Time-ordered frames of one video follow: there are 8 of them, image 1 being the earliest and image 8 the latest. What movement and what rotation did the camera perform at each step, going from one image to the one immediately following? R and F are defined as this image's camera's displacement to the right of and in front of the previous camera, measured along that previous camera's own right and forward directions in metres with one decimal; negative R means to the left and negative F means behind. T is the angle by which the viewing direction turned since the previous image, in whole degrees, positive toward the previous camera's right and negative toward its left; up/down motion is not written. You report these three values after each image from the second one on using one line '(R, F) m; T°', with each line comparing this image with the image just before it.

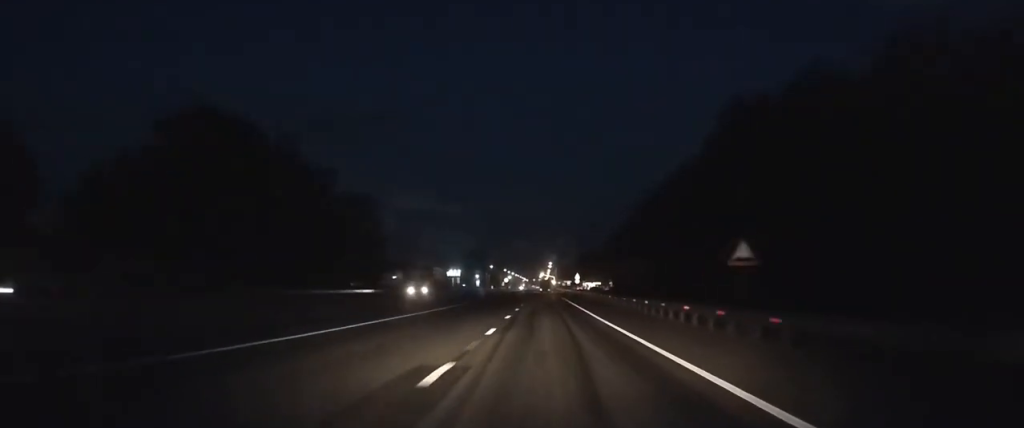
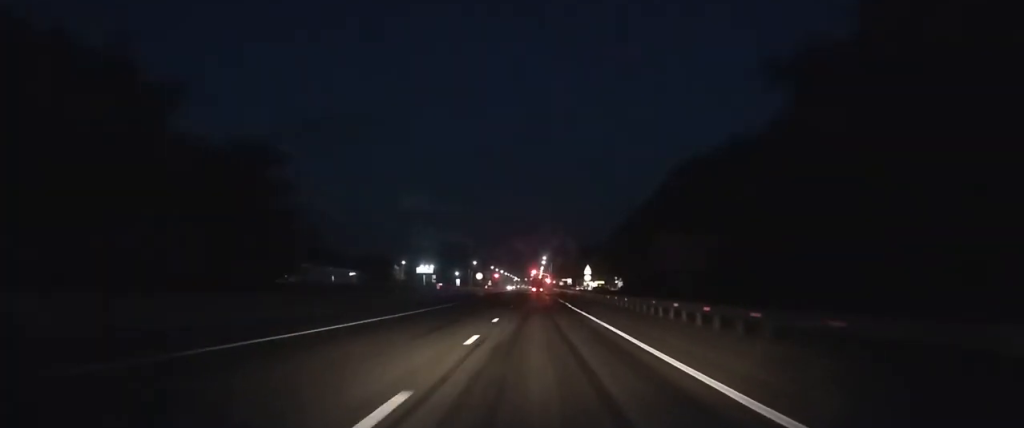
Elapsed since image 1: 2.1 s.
(0.0, +36.2) m; 0°
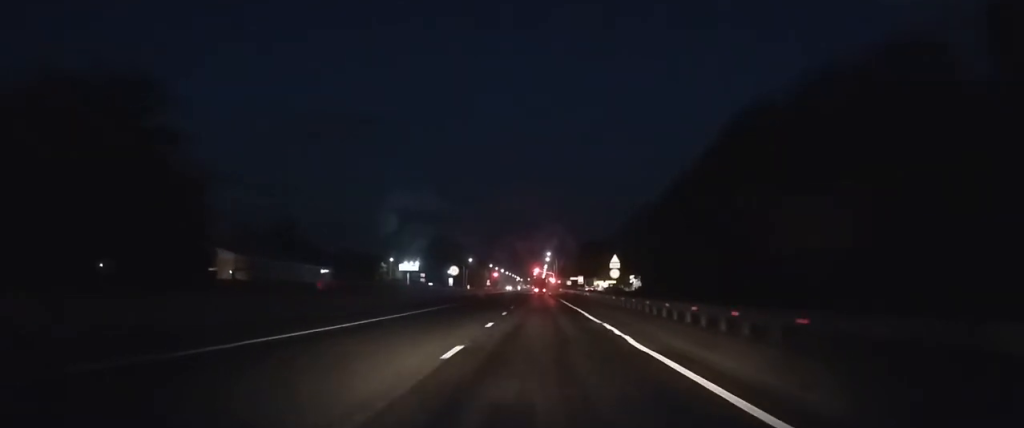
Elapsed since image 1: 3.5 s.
(0.0, +25.3) m; 0°
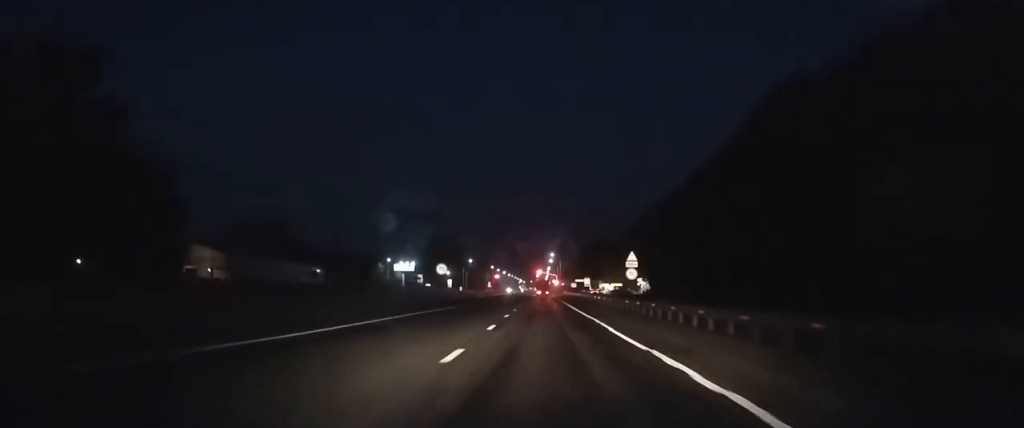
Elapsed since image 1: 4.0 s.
(0.0, +7.9) m; 0°
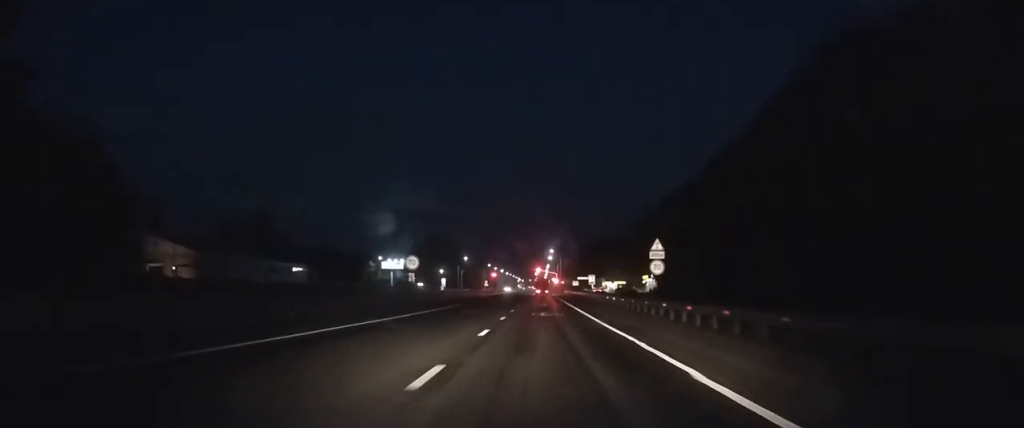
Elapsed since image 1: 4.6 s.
(0.0, +9.7) m; 0°
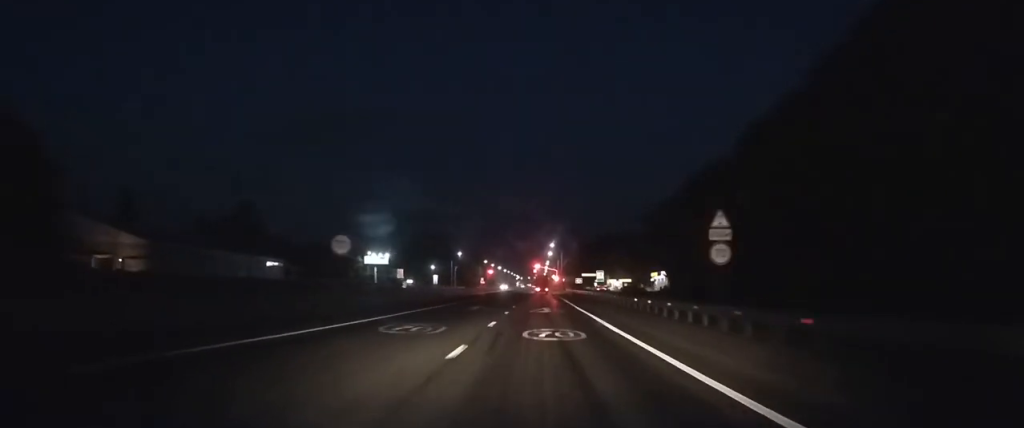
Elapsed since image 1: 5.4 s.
(0.0, +12.0) m; 0°
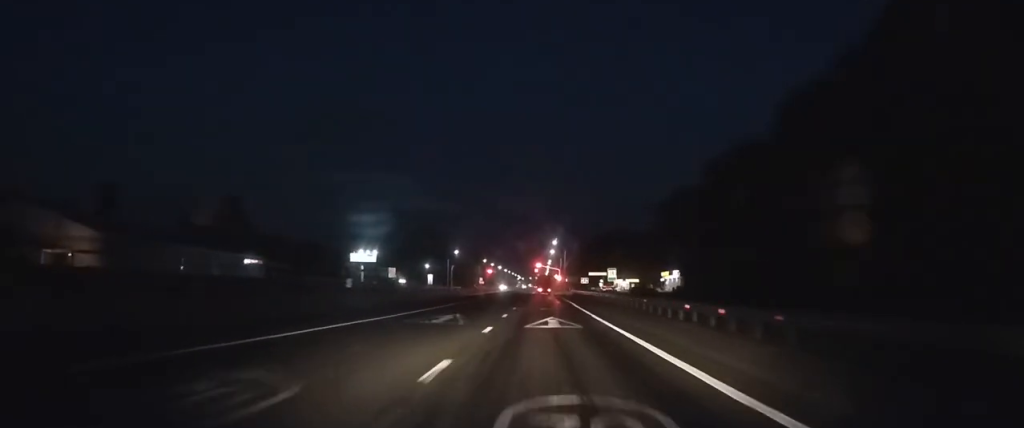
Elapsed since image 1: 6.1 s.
(0.0, +10.3) m; 0°
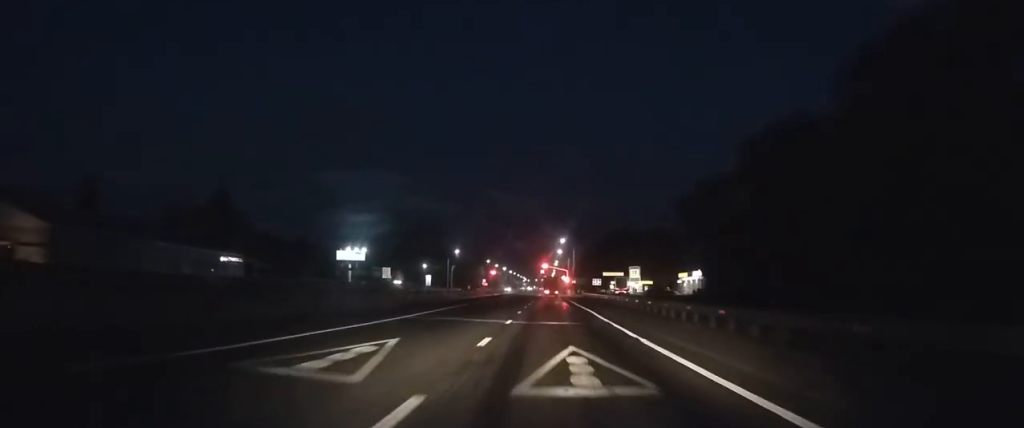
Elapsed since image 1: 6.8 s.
(0.0, +12.0) m; 0°
